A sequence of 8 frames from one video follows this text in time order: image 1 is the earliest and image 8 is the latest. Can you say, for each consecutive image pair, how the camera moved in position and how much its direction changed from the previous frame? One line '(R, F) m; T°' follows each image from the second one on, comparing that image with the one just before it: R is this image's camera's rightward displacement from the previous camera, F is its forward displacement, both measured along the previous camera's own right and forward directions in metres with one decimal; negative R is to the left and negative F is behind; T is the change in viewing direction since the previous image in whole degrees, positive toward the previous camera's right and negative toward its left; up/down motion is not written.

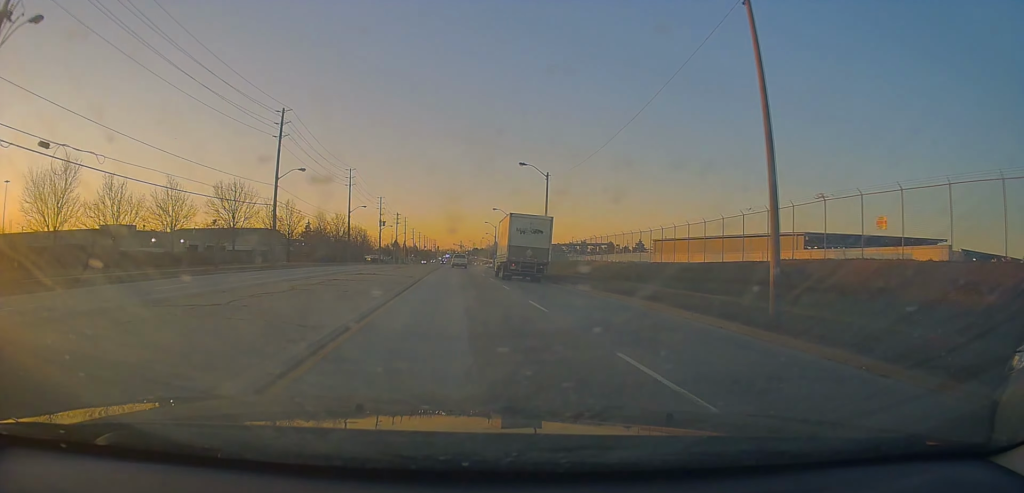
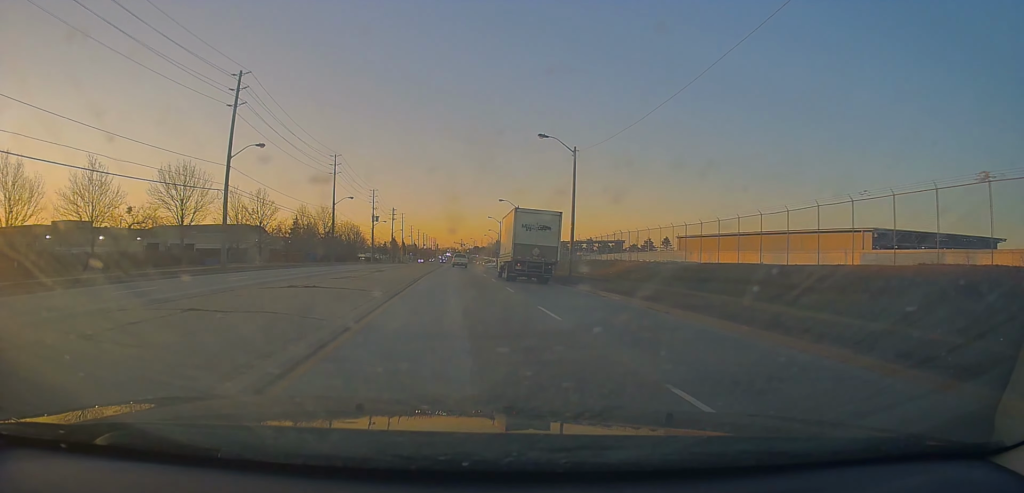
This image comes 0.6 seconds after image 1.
(+0.3, +11.4) m; +1°
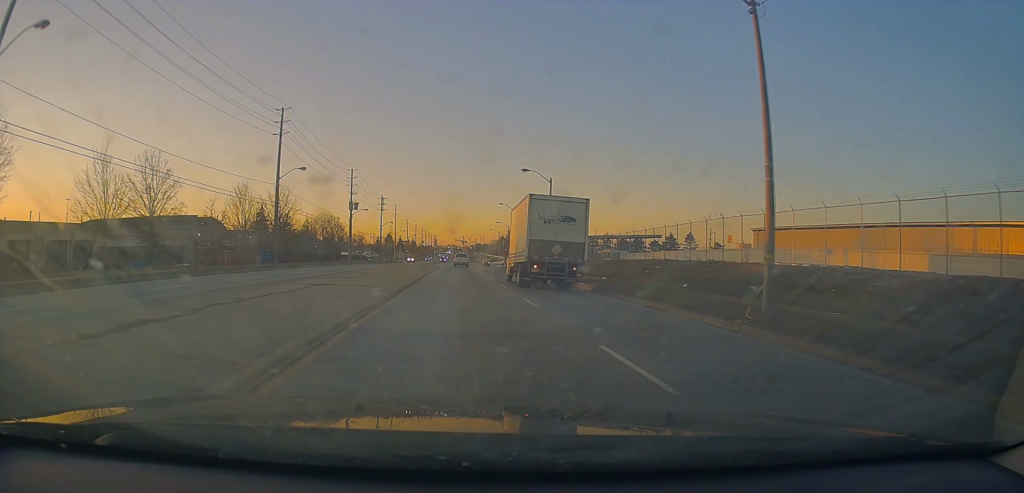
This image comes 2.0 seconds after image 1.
(+0.1, +24.9) m; 0°
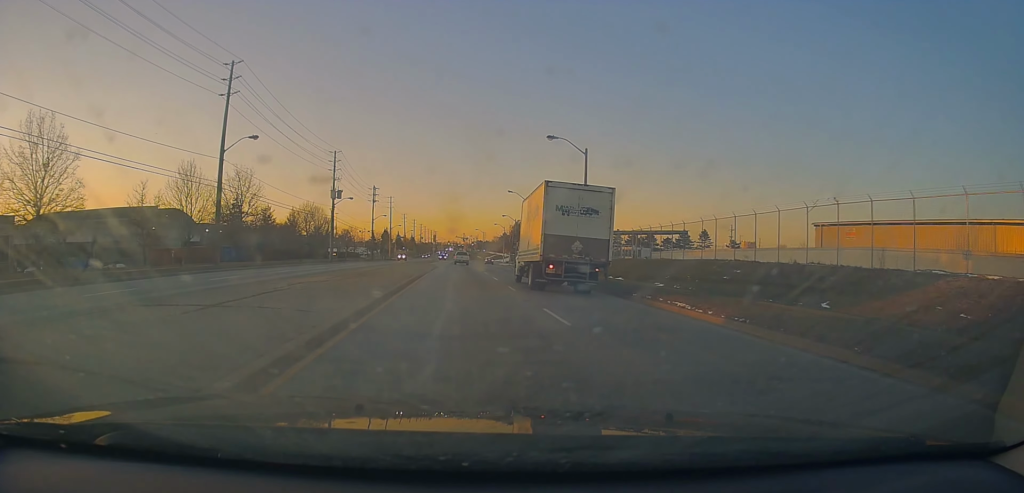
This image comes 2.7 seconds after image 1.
(+0.1, +13.5) m; -1°
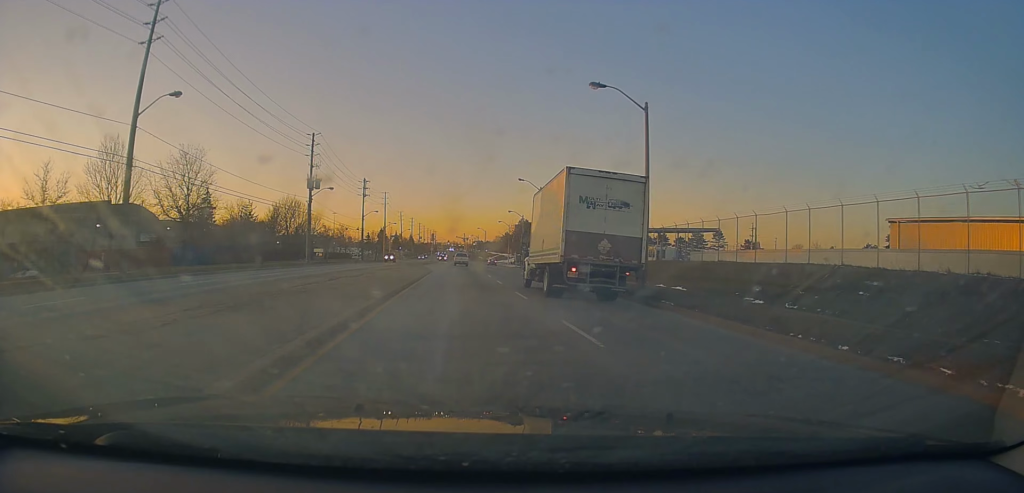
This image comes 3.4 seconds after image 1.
(-0.1, +12.2) m; -1°
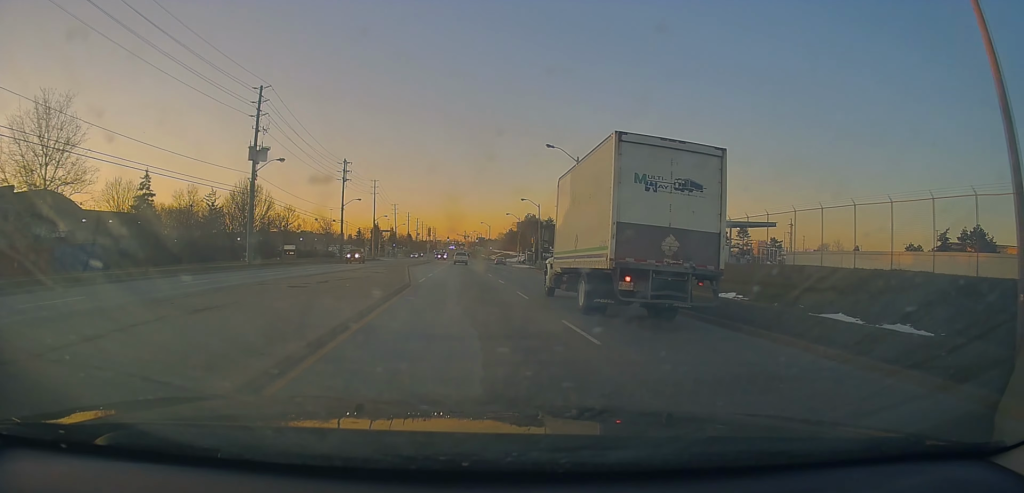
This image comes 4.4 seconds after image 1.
(-0.4, +18.7) m; 0°
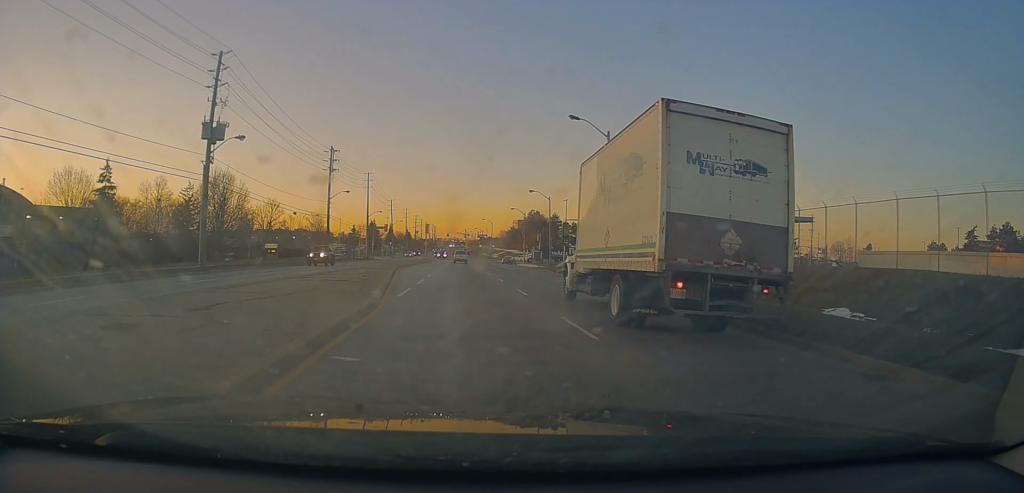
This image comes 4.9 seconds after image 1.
(+0.2, +9.0) m; +1°
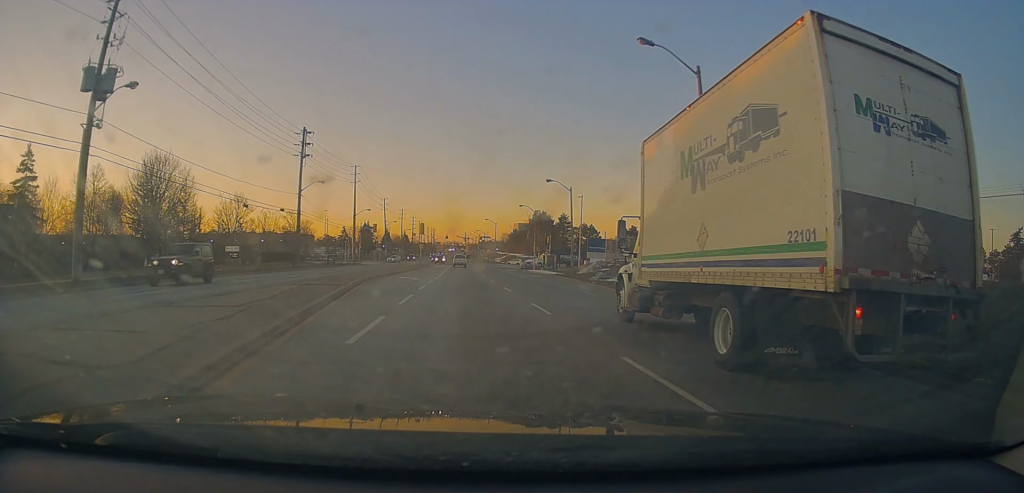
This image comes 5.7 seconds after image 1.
(-0.1, +13.6) m; 0°
